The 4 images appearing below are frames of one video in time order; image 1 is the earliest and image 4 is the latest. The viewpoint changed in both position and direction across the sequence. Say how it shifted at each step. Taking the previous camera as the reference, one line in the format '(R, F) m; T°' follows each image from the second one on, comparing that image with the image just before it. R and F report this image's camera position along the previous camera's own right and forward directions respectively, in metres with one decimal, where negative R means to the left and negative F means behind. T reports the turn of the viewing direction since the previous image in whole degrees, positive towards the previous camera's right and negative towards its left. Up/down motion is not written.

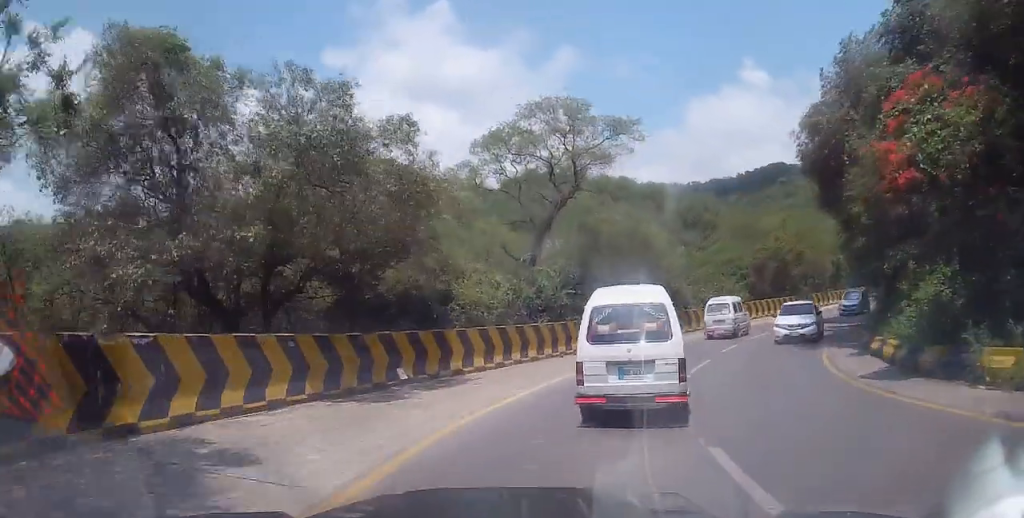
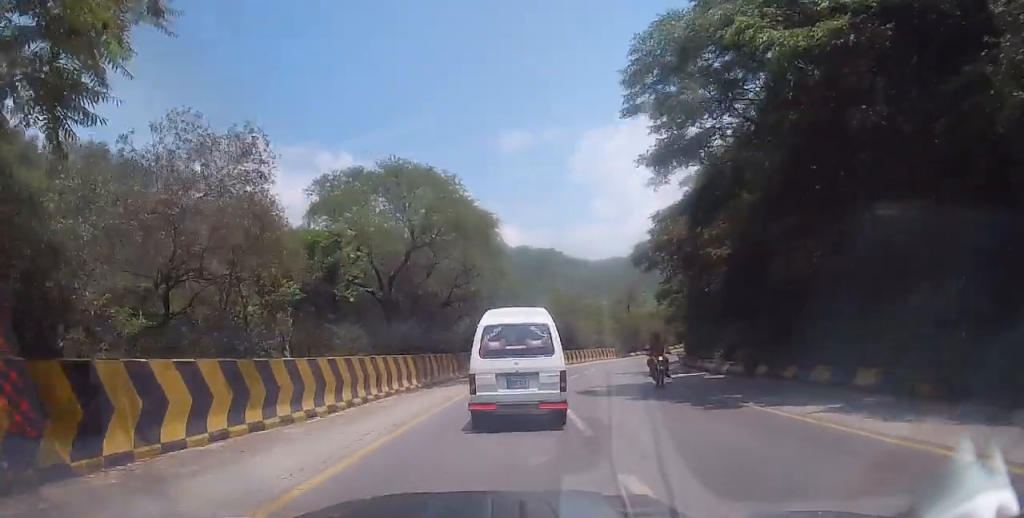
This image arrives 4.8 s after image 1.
(+19.0, +45.0) m; +42°
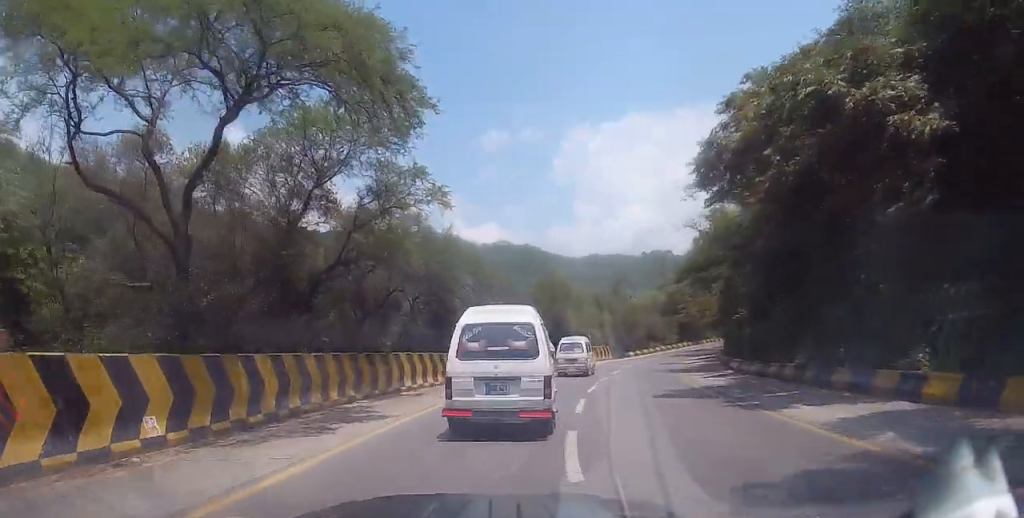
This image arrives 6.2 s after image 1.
(+0.3, +14.9) m; +2°
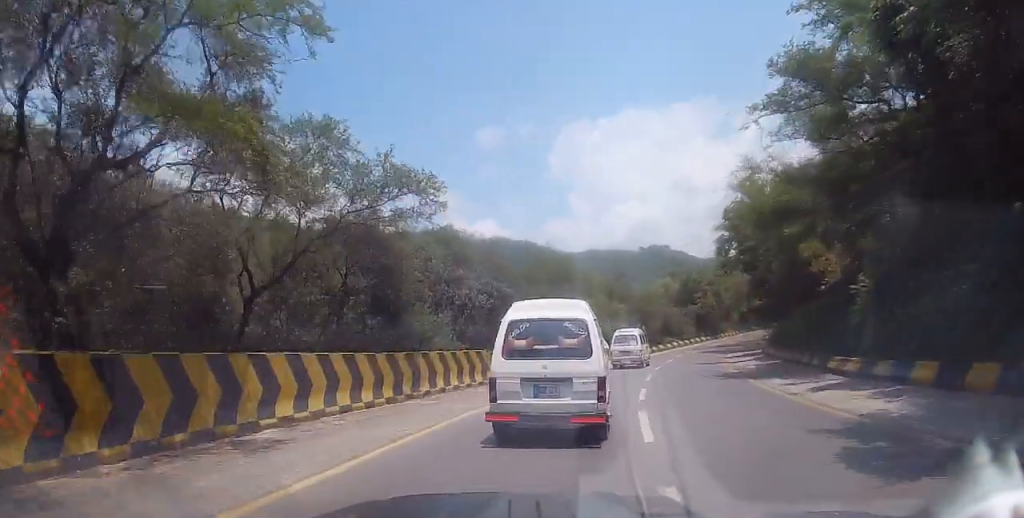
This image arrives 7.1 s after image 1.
(0.0, +10.0) m; +3°
